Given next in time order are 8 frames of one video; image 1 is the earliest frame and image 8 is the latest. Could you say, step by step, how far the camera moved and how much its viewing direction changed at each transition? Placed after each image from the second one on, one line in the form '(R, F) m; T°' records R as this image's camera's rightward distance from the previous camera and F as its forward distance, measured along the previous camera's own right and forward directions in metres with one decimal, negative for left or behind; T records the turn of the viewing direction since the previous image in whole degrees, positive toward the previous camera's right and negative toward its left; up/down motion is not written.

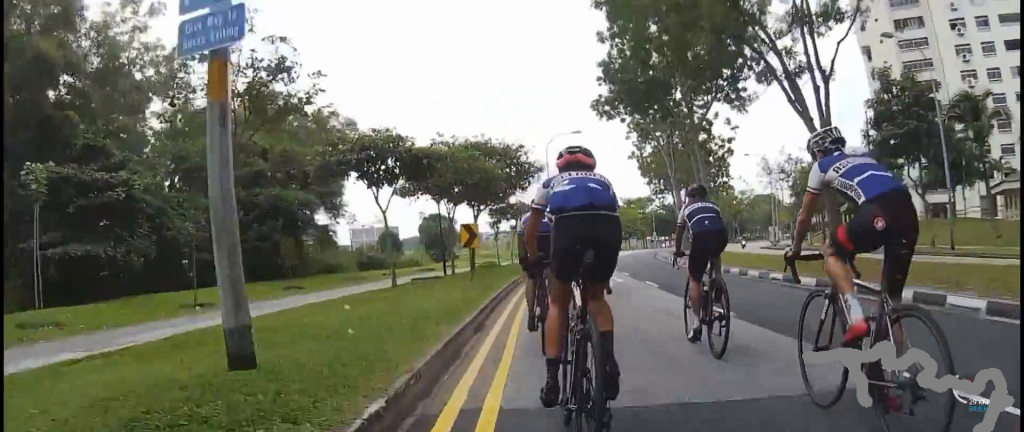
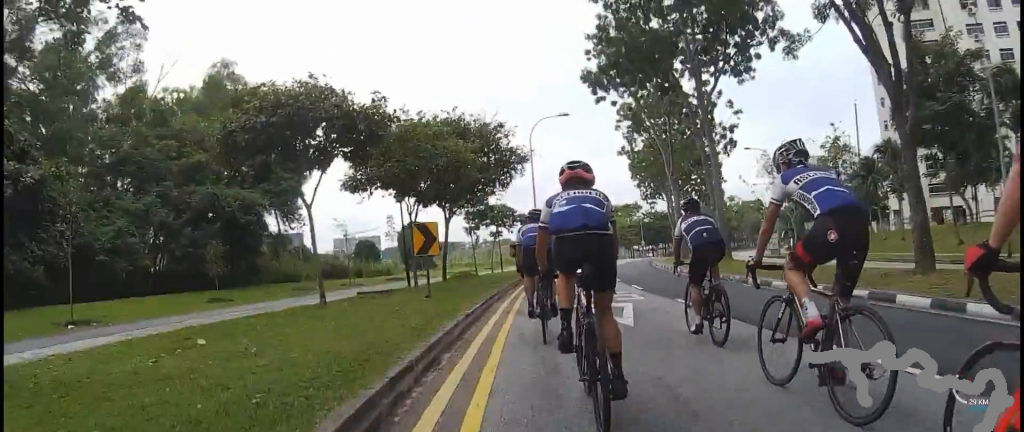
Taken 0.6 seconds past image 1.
(-0.7, +4.7) m; +1°
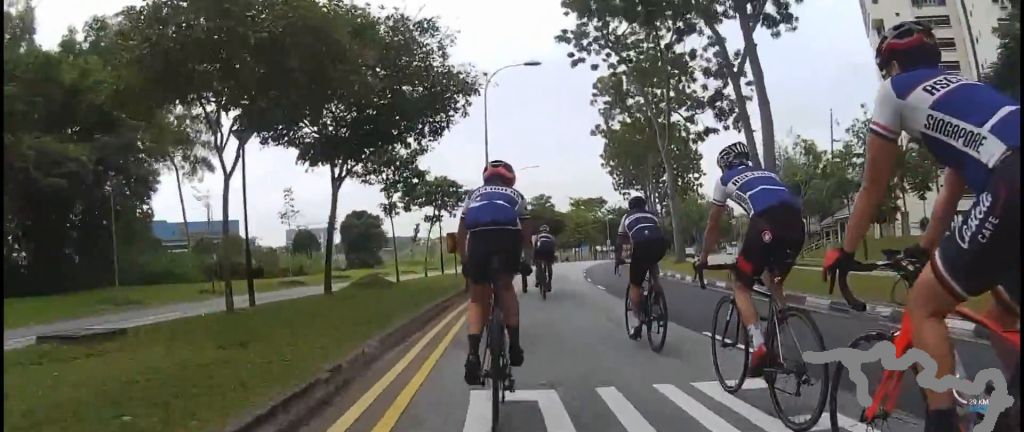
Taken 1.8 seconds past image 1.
(+1.8, +9.4) m; +14°
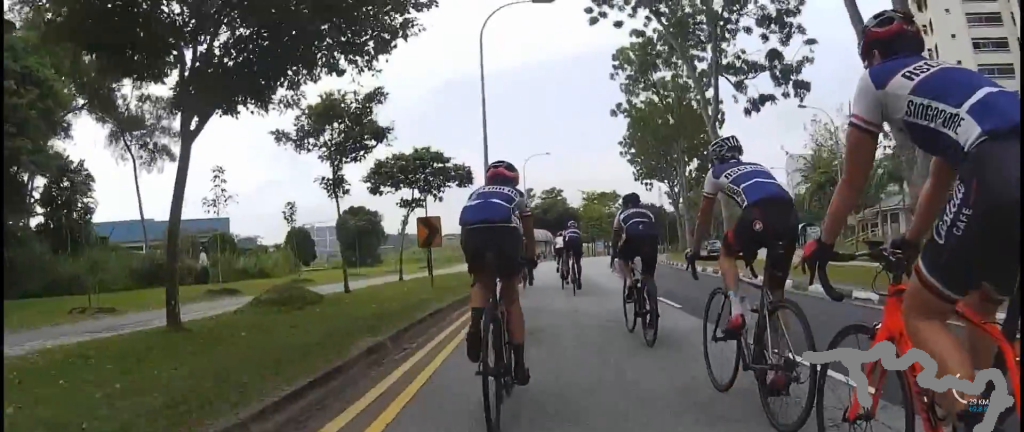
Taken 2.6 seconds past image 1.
(+0.4, +6.9) m; 0°
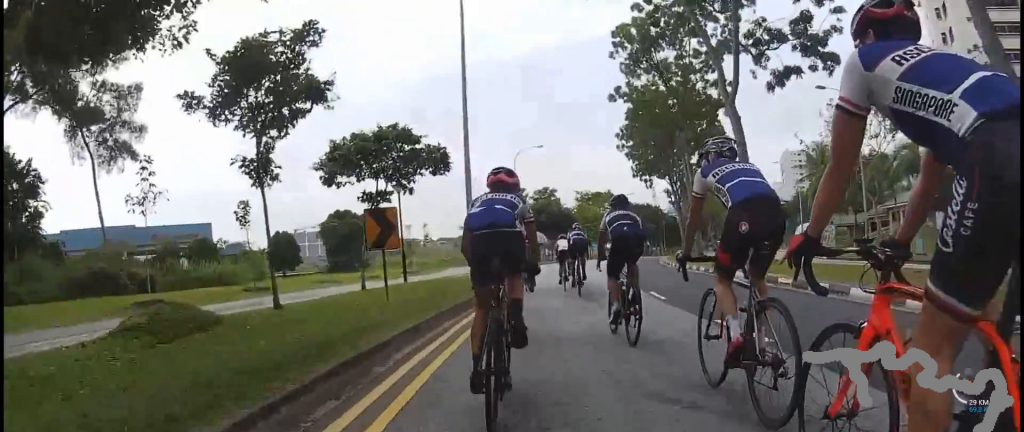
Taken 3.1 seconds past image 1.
(-0.2, +3.6) m; 0°
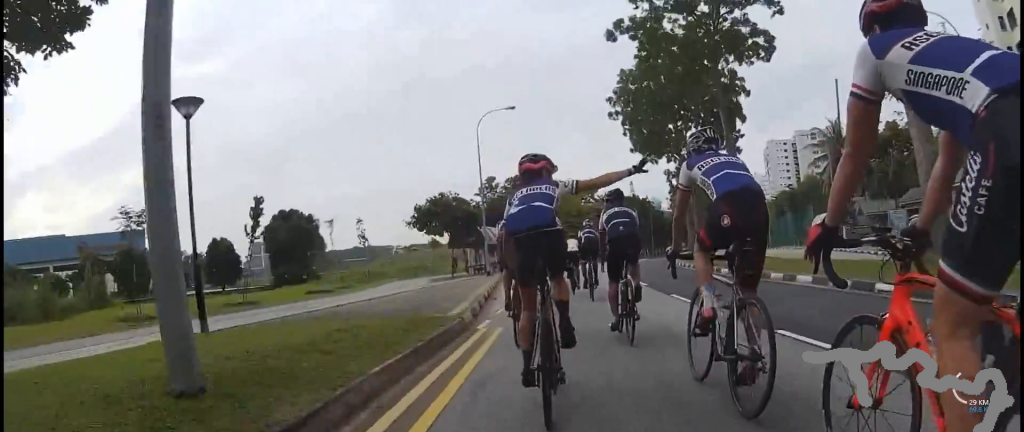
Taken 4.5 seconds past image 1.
(+0.2, +12.1) m; 0°
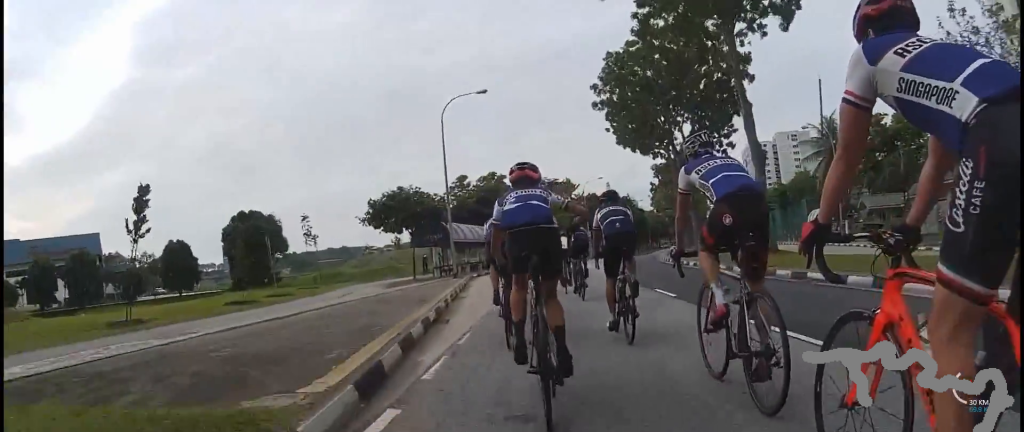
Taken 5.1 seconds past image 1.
(-0.2, +5.1) m; 0°
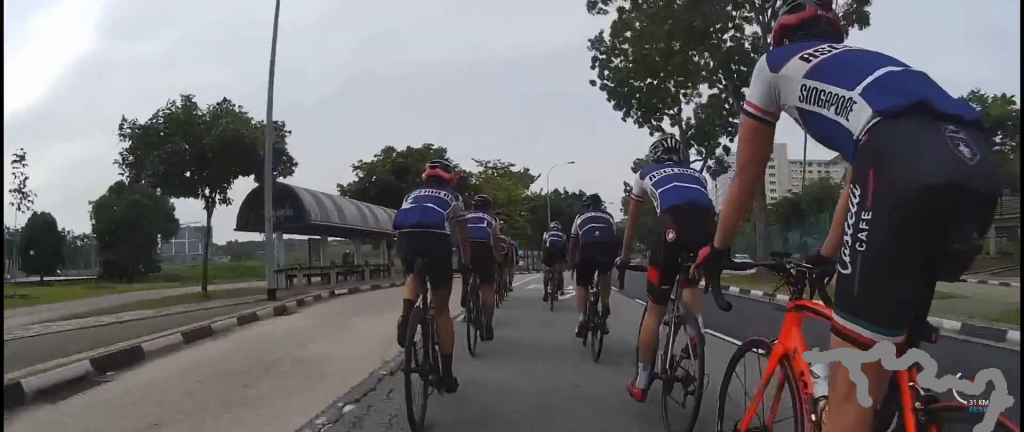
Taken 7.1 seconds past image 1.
(+0.5, +17.4) m; +3°
